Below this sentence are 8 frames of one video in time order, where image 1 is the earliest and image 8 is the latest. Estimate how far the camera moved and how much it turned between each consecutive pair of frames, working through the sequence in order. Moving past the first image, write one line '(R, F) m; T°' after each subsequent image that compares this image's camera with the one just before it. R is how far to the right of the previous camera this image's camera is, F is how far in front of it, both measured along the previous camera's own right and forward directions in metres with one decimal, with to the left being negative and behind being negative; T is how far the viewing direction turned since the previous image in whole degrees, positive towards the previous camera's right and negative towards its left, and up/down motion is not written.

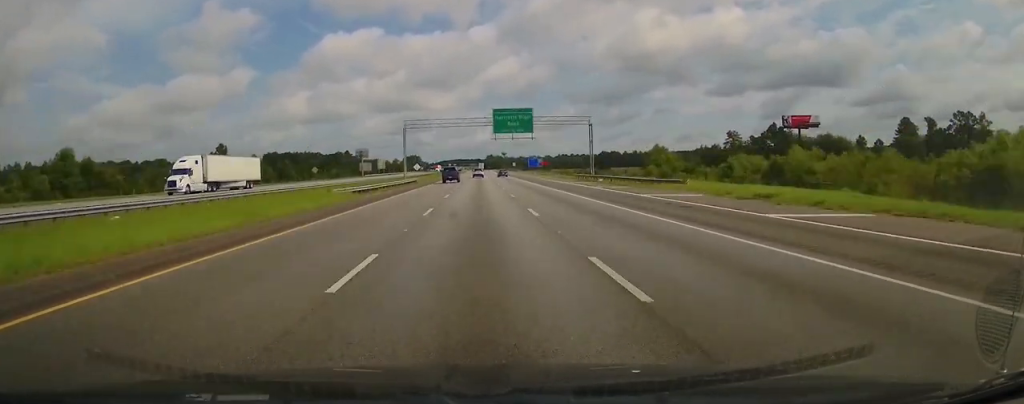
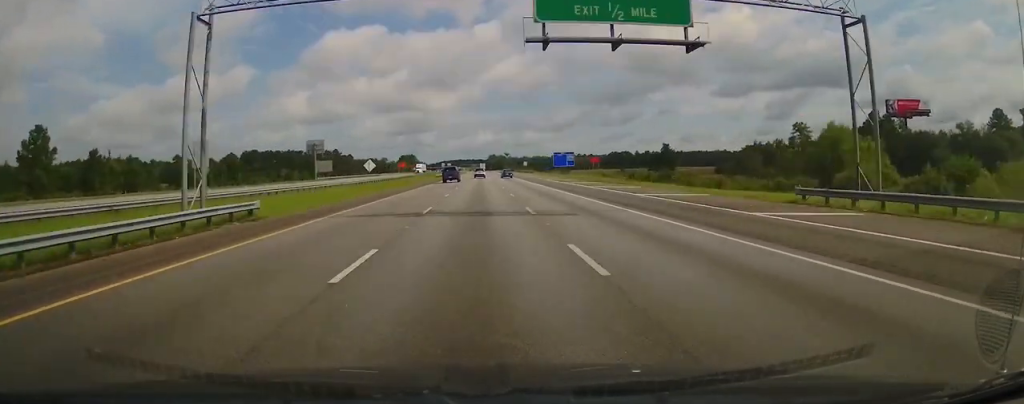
(-0.1, +60.0) m; 0°
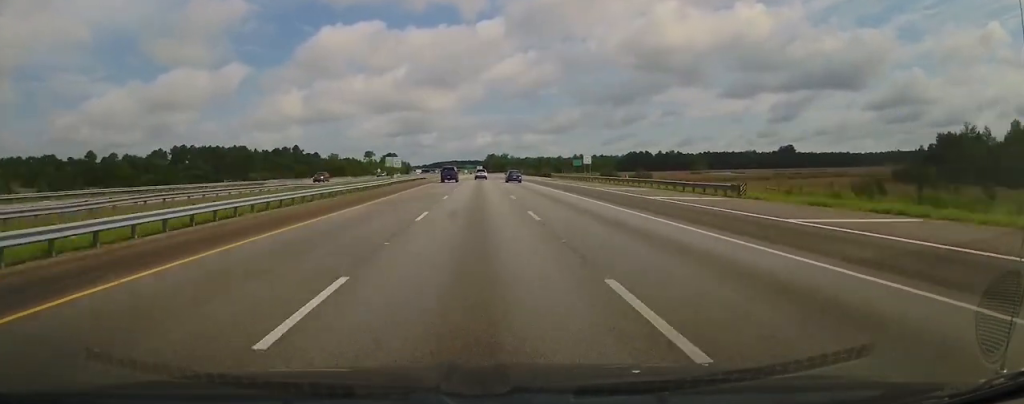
(-0.1, +124.1) m; 0°
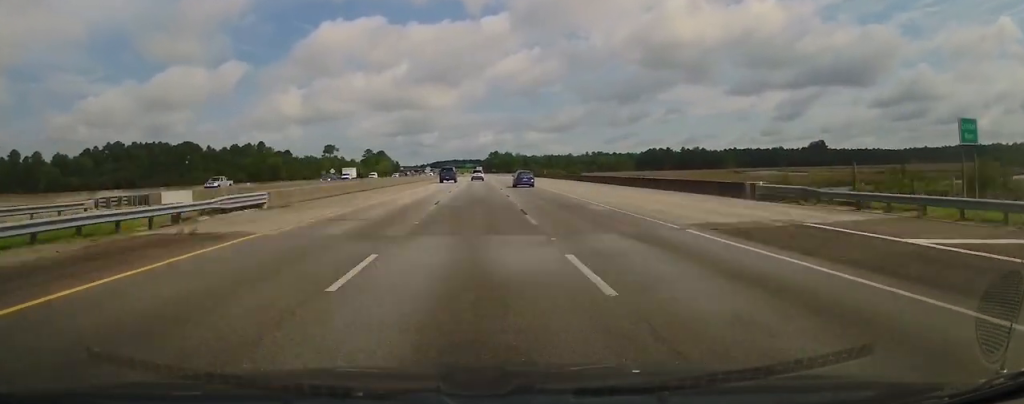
(0.0, +82.8) m; 0°
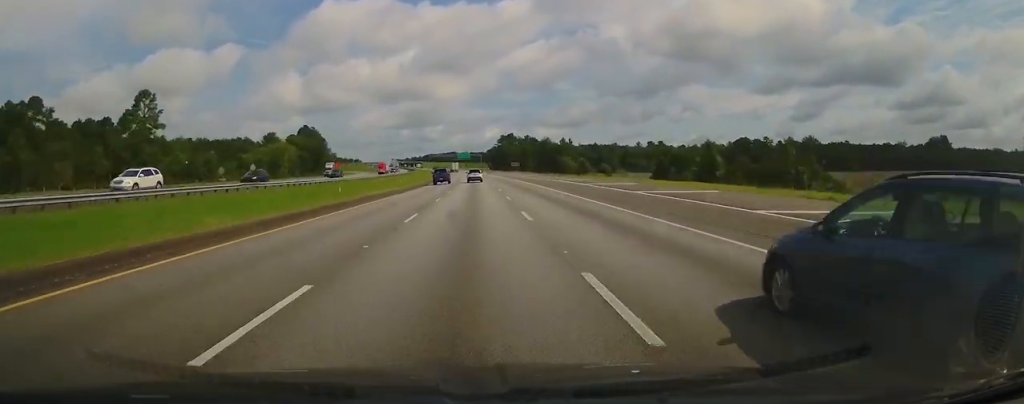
(-1.6, +234.1) m; -2°
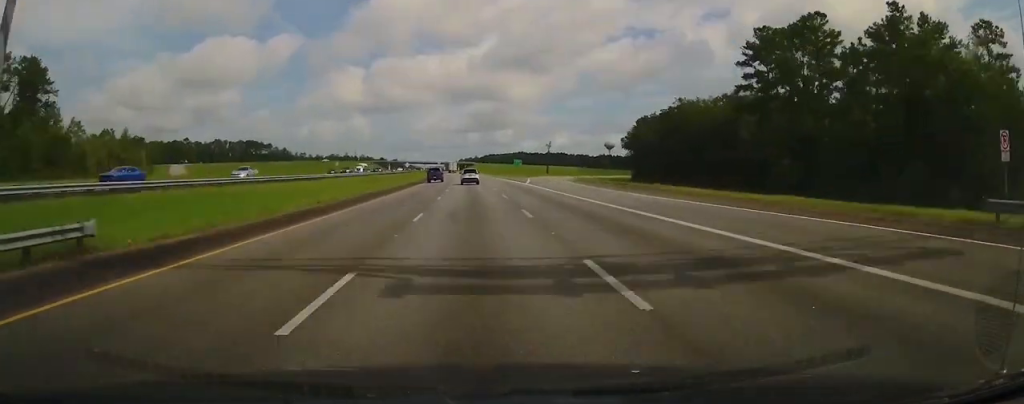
(-15.6, +292.2) m; -7°
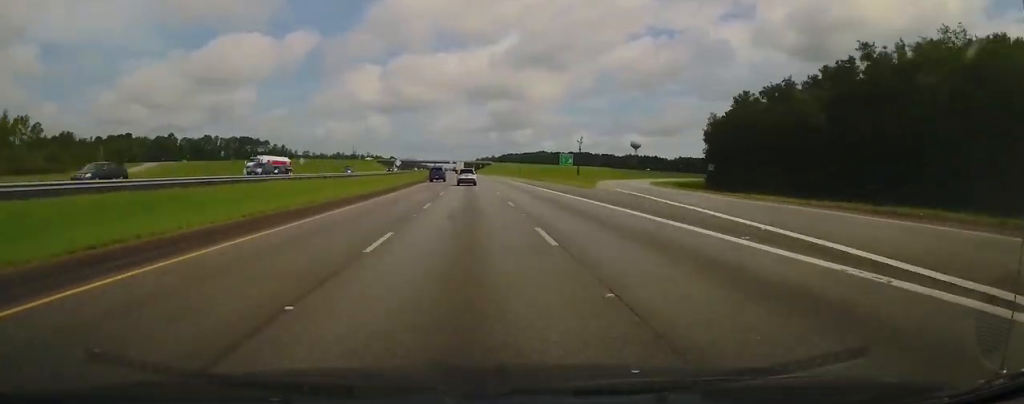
(-1.9, +55.1) m; -1°
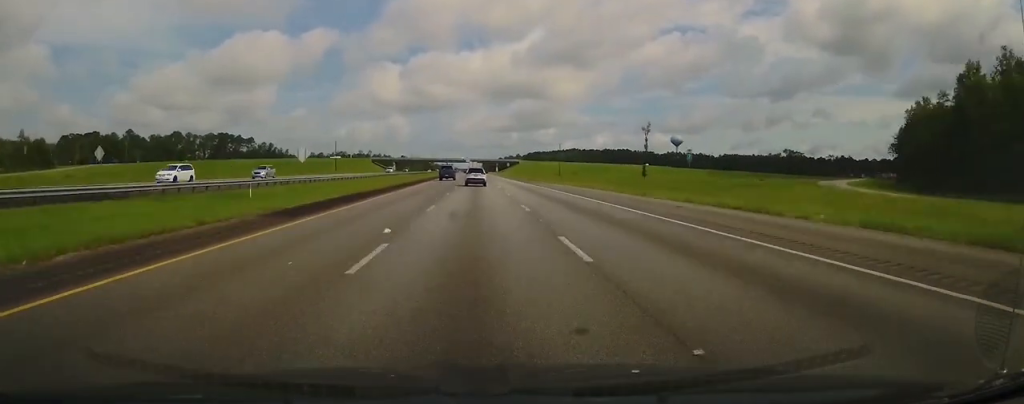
(-2.5, +87.1) m; -2°
